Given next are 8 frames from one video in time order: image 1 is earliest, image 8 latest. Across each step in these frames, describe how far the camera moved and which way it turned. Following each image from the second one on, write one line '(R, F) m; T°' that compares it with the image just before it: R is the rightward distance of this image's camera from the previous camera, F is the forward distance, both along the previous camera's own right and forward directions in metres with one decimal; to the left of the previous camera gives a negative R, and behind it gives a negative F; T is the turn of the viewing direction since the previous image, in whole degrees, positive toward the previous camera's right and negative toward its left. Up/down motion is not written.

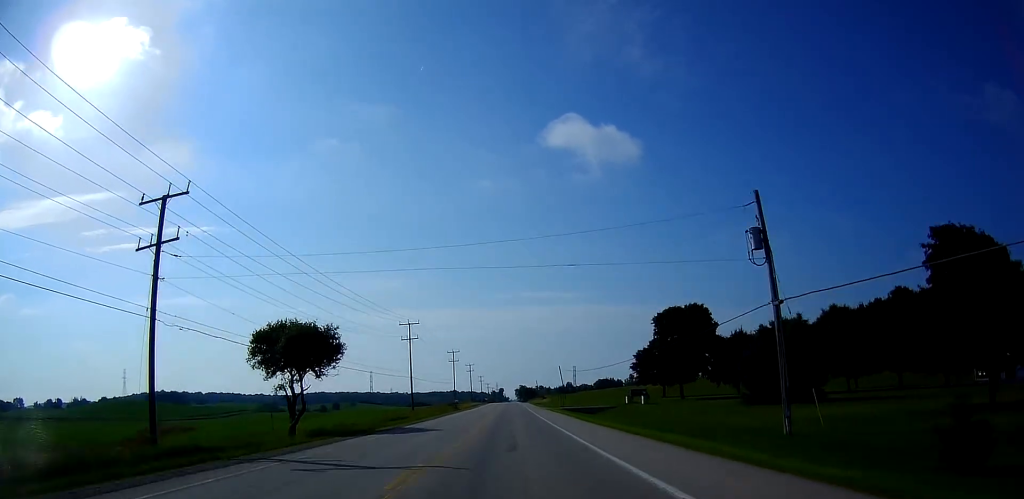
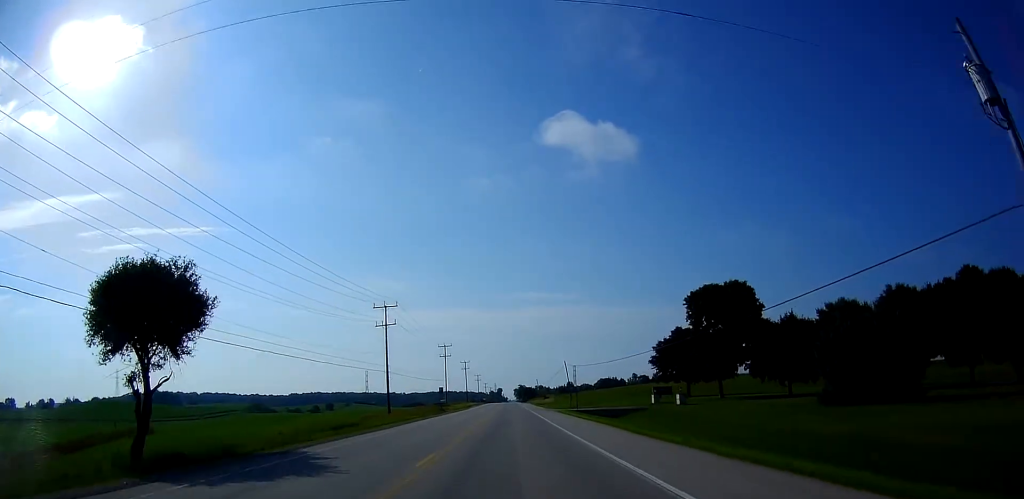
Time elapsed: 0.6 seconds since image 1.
(+0.2, +15.6) m; 0°
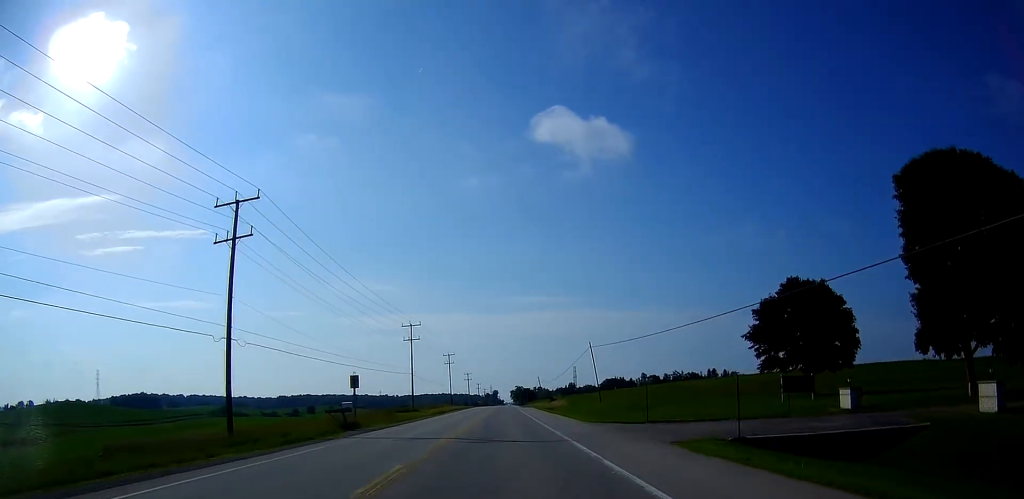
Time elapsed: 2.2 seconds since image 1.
(+0.3, +39.6) m; +1°
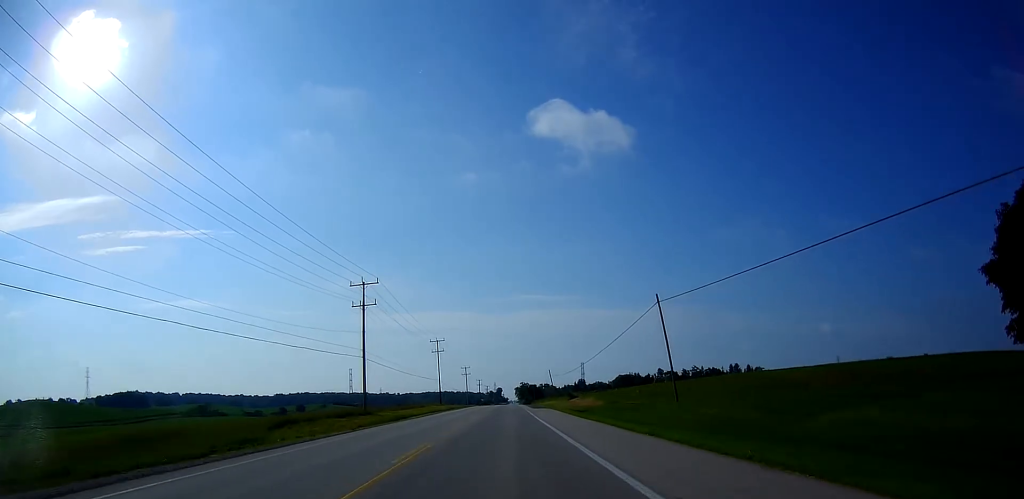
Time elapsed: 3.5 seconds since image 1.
(-0.1, +31.4) m; -1°
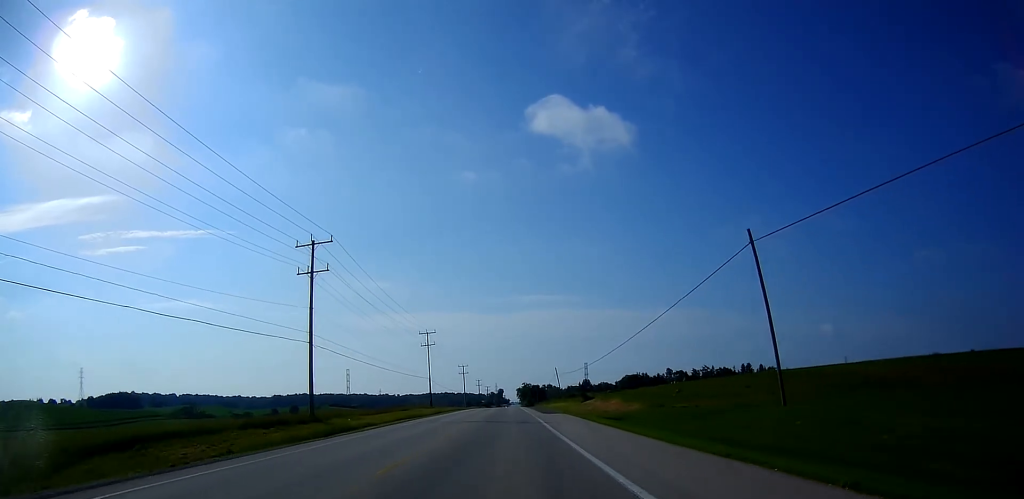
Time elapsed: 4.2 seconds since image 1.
(-0.1, +16.0) m; 0°
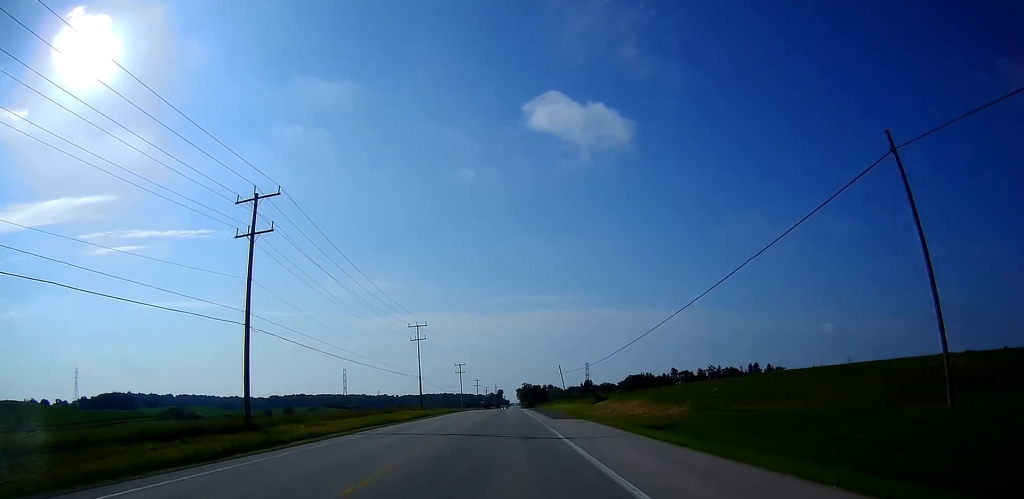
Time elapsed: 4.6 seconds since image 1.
(0.0, +10.8) m; 0°
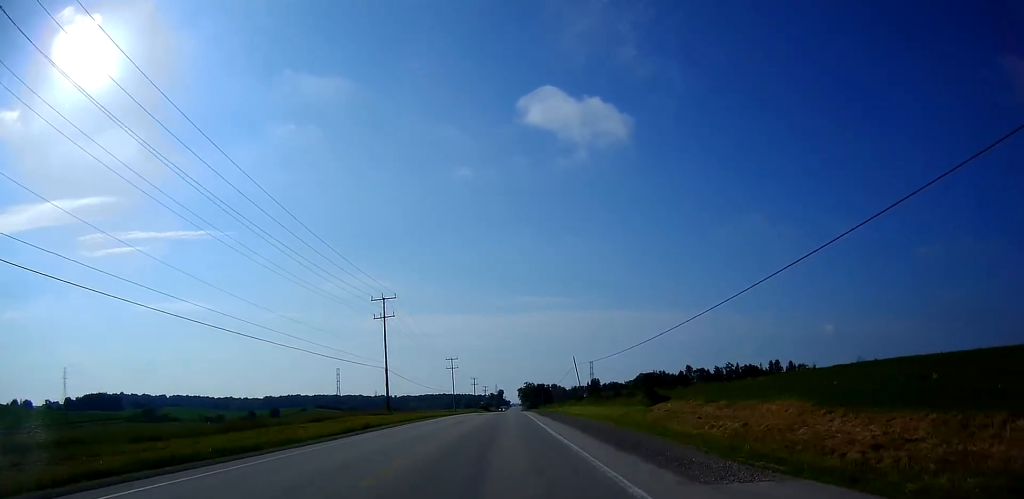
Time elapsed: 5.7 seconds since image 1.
(0.0, +25.3) m; -1°
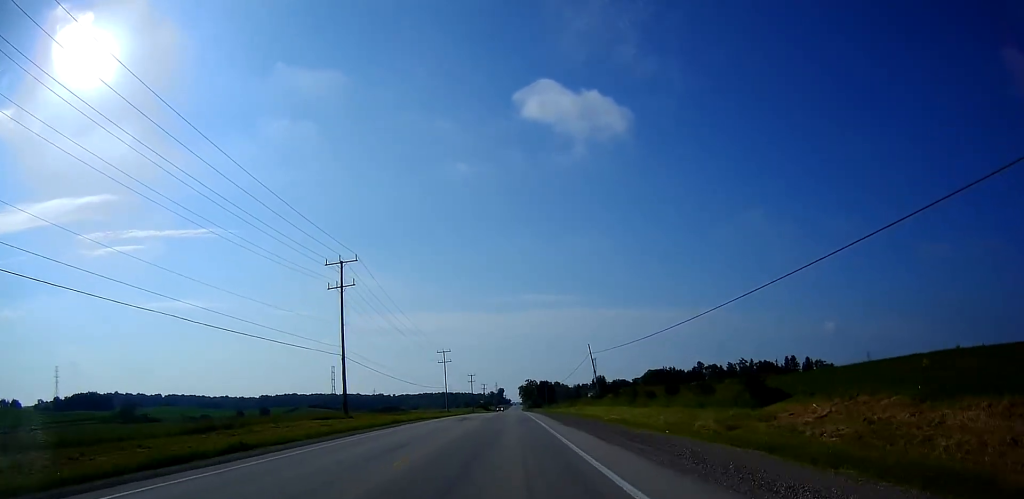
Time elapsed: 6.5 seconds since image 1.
(-0.2, +17.4) m; 0°
